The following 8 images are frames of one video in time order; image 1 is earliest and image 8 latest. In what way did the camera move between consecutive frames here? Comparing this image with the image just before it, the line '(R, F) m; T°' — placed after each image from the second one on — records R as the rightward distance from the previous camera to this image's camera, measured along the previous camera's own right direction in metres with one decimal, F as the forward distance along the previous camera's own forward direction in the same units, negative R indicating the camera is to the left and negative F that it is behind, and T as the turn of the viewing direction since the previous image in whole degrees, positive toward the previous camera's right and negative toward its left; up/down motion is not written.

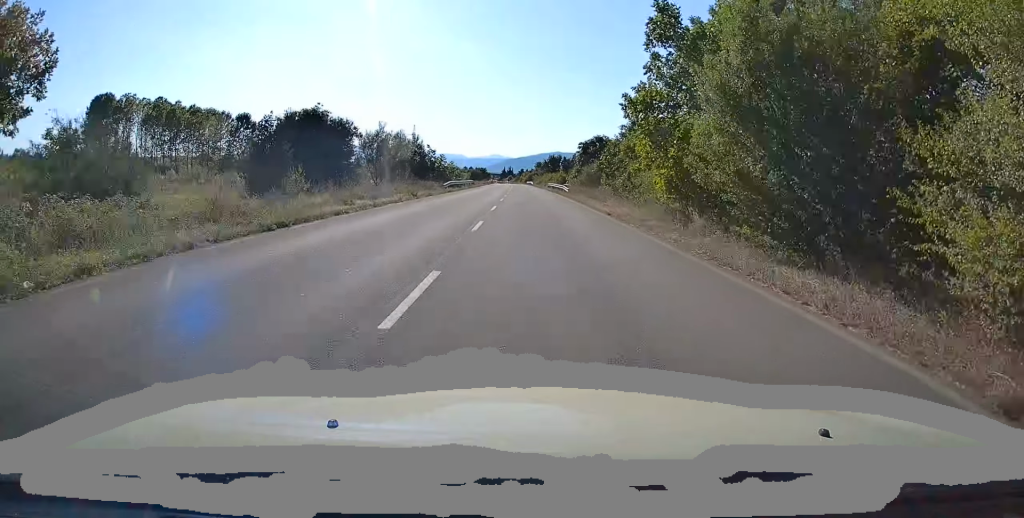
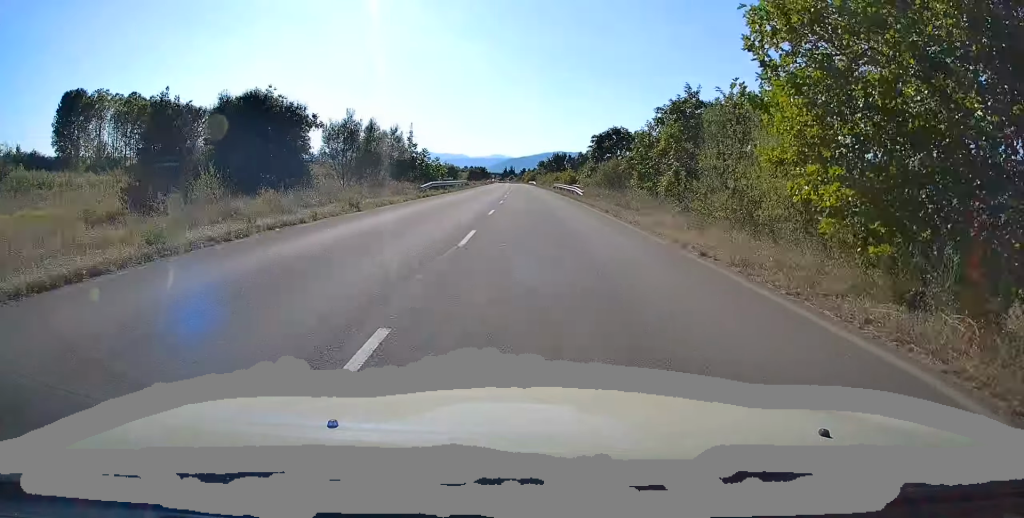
(-0.2, +11.9) m; 0°
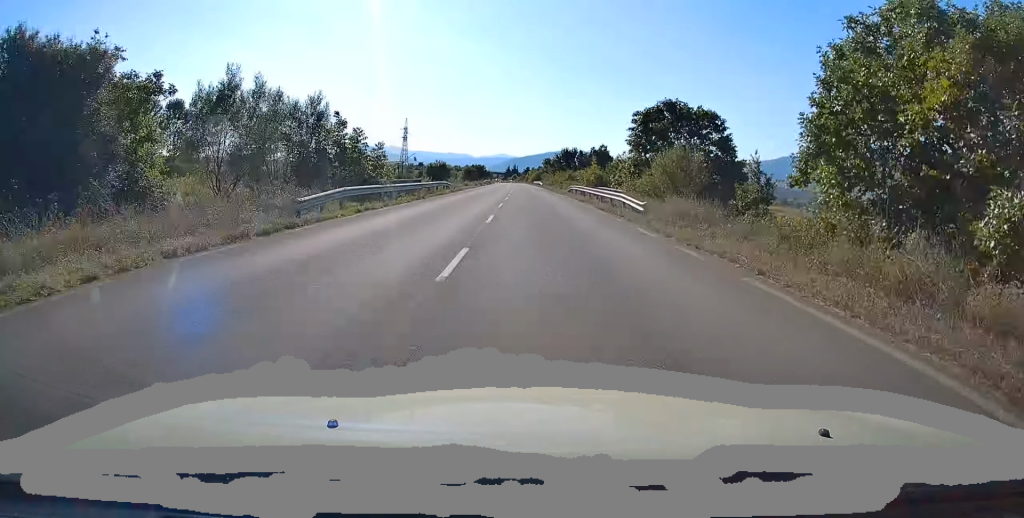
(+0.3, +21.4) m; 0°
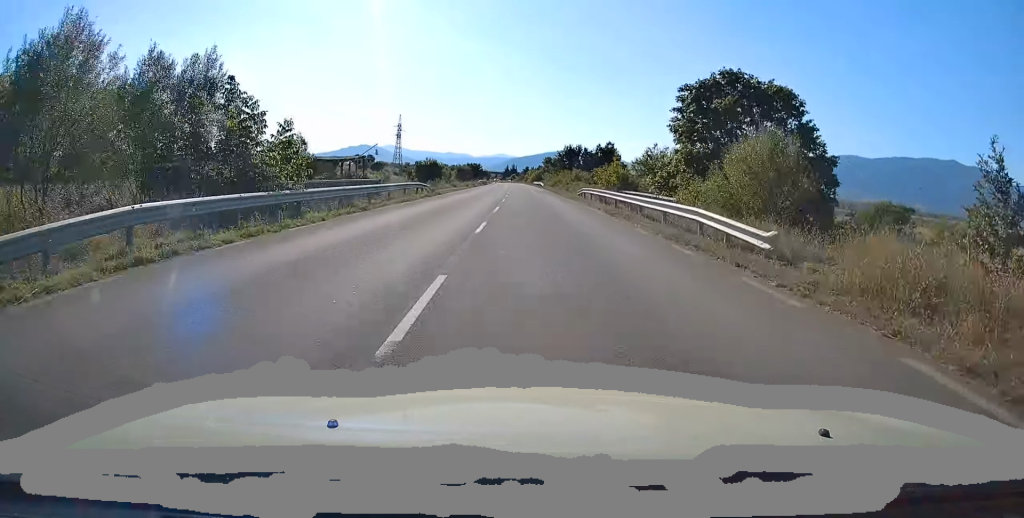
(-0.1, +11.9) m; 0°
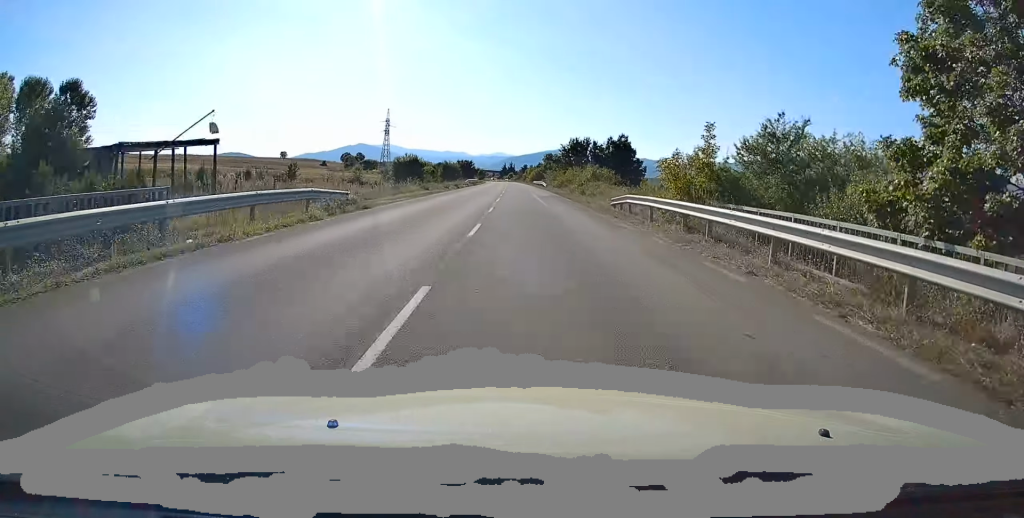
(-0.2, +18.8) m; -1°
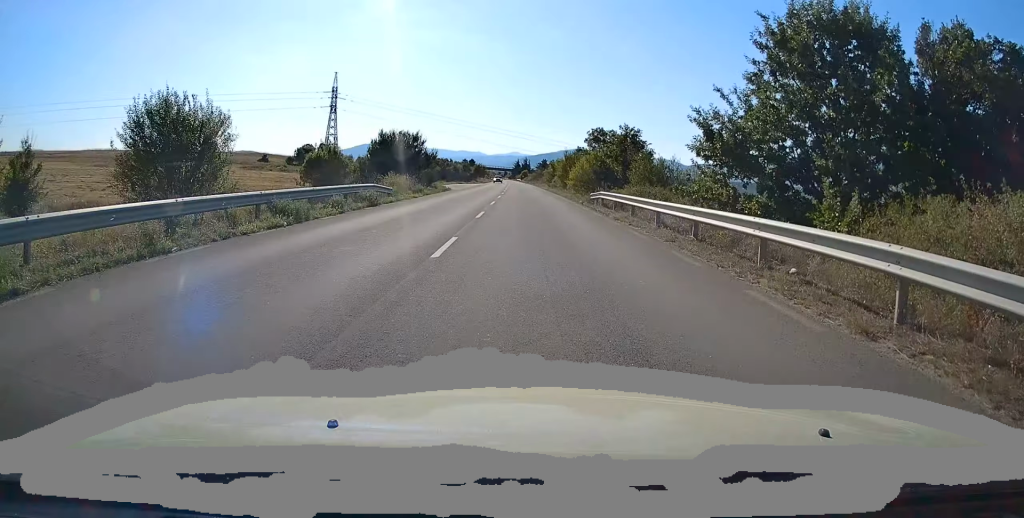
(-0.1, +83.8) m; 0°
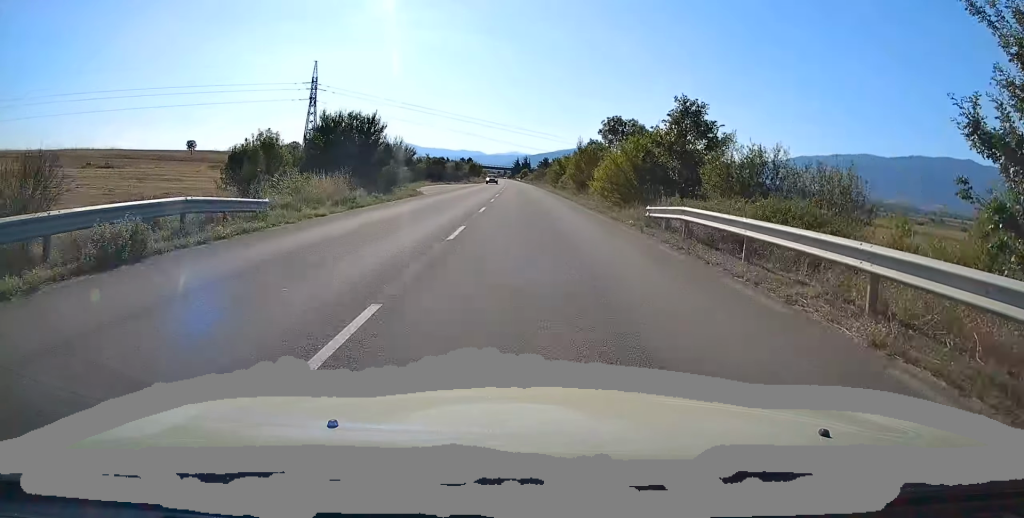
(0.0, +15.4) m; 0°
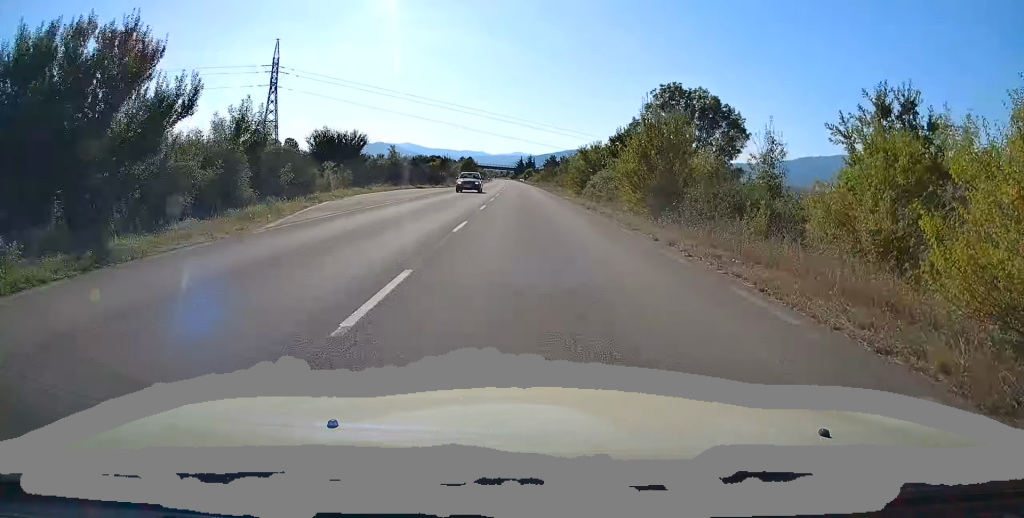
(0.0, +24.9) m; -1°
